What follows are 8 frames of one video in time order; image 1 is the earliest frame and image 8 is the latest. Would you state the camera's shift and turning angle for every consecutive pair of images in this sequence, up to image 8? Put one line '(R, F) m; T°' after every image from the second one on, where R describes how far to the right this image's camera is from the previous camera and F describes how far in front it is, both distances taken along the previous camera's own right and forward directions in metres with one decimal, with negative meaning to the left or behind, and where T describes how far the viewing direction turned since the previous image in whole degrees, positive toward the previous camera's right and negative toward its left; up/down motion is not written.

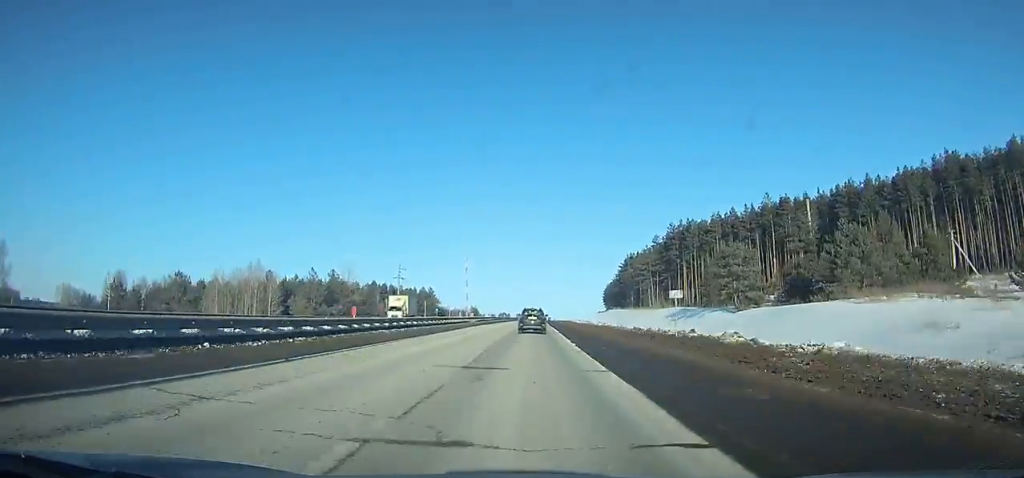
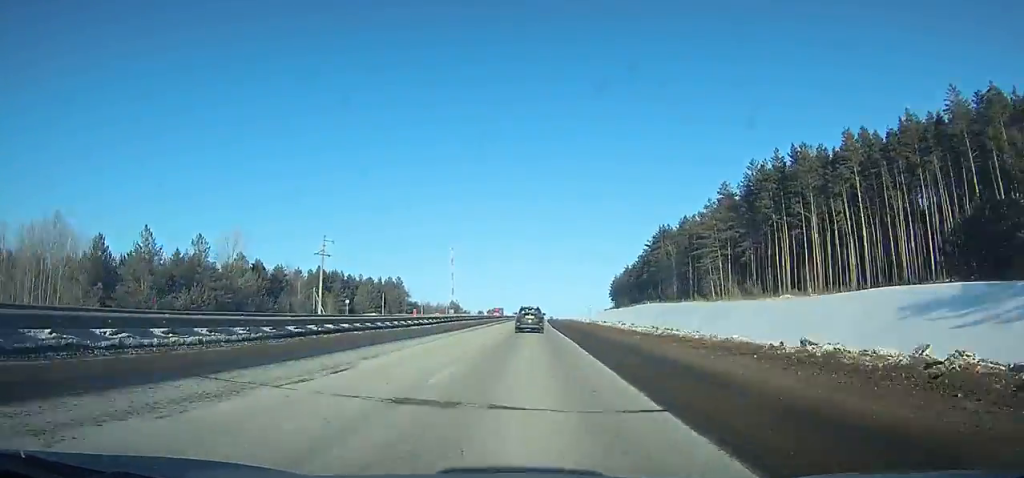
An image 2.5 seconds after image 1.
(+0.5, +64.5) m; +1°
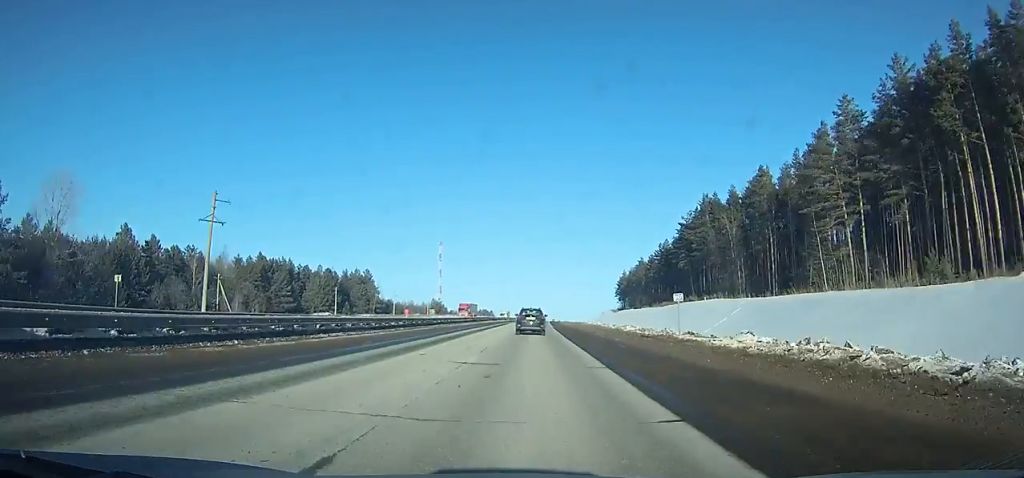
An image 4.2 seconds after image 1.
(+0.1, +43.6) m; 0°
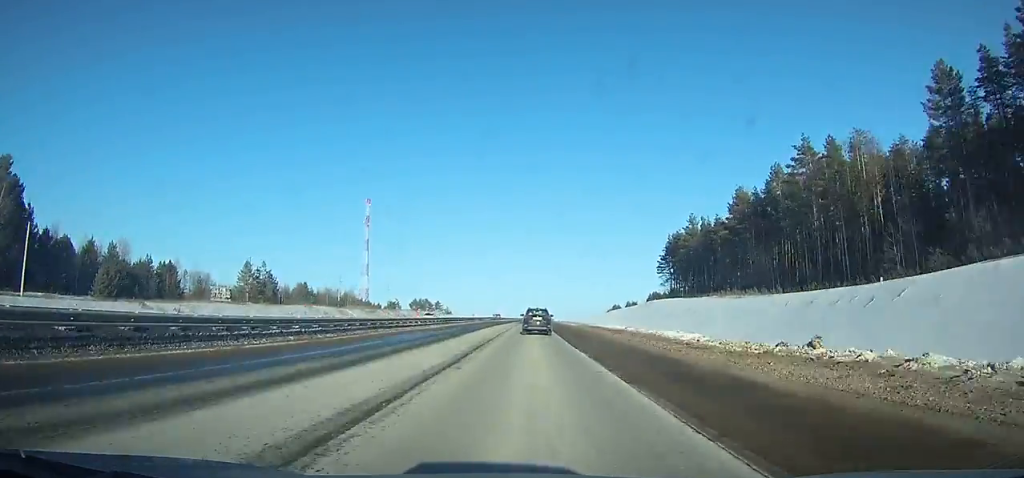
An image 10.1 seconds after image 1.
(+1.8, +149.9) m; +2°
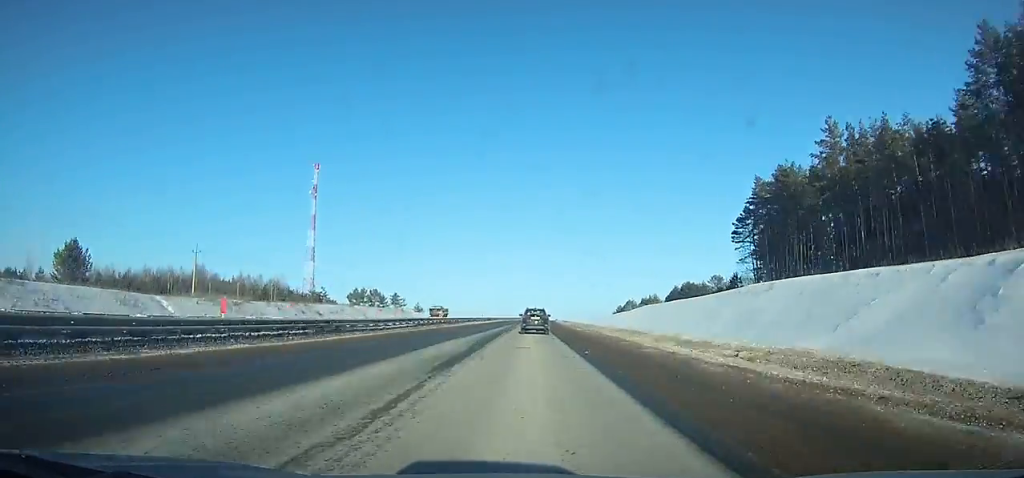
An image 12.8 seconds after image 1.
(+0.5, +69.0) m; +1°
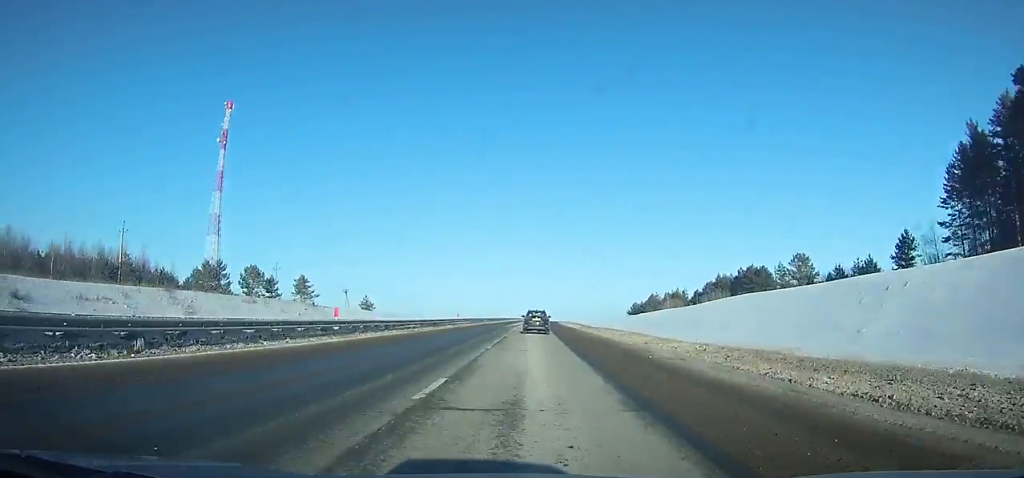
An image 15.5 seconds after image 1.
(+0.6, +69.5) m; +1°
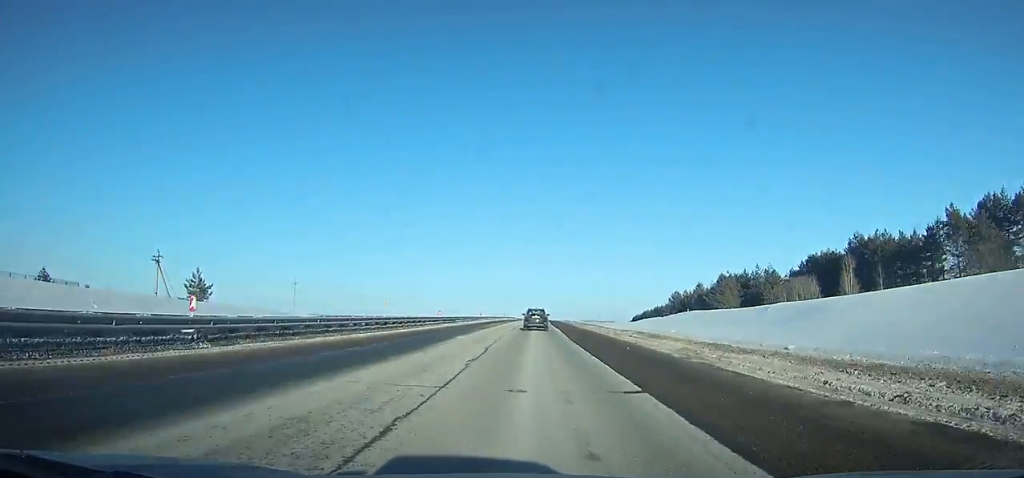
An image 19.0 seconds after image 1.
(+0.6, +91.2) m; +1°
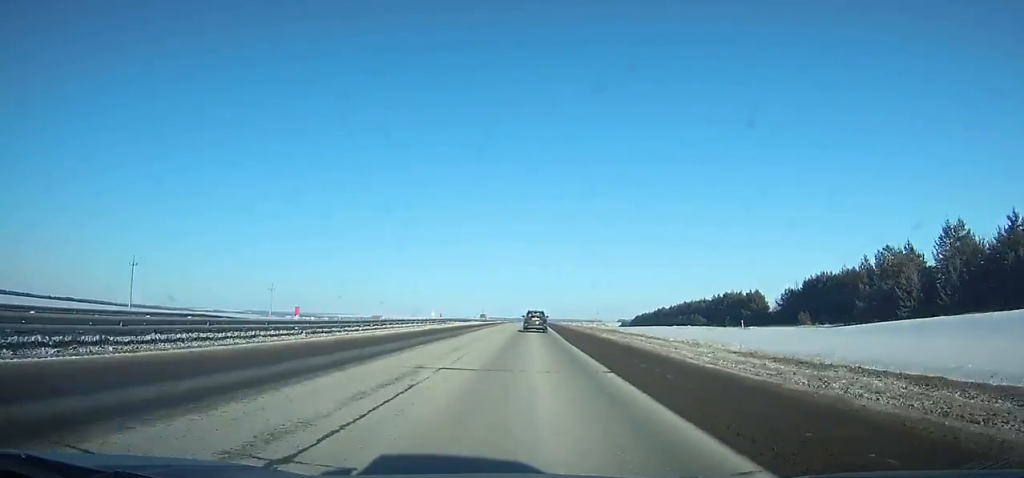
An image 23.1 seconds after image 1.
(+1.8, +109.1) m; +2°
